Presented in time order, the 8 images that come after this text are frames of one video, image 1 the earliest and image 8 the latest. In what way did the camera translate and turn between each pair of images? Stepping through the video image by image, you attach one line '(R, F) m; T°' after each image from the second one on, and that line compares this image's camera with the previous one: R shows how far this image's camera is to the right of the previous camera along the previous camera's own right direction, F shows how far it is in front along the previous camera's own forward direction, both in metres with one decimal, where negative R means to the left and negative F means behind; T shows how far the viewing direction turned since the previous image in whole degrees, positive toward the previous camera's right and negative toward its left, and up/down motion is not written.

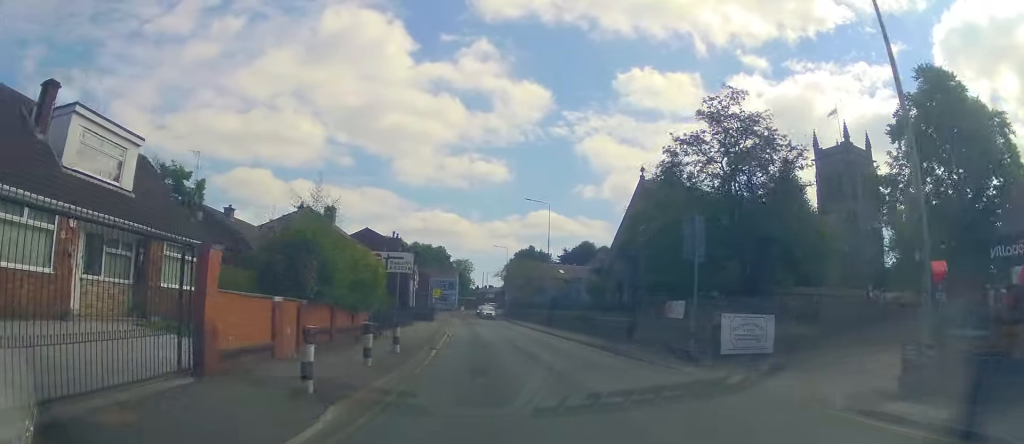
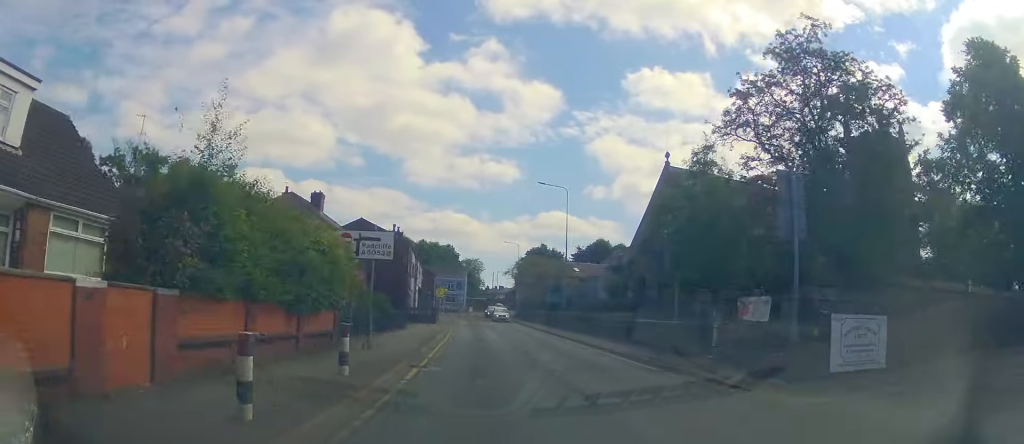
(0.0, +5.9) m; -2°
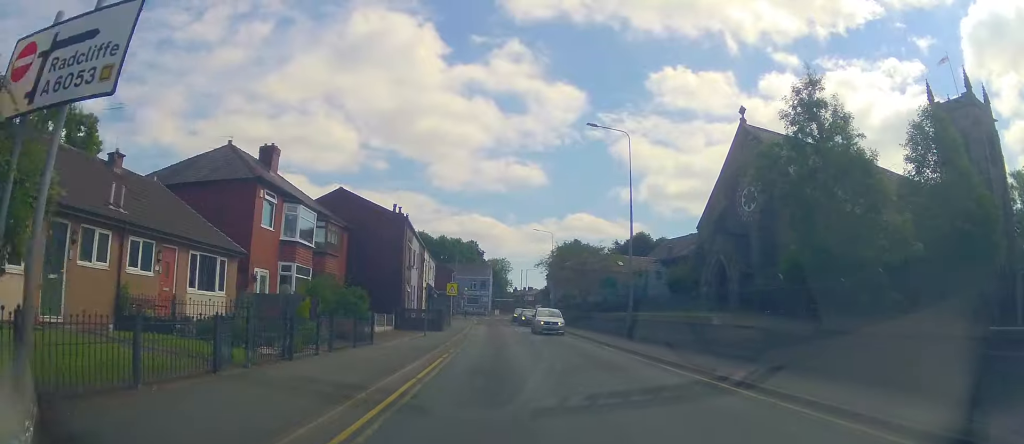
(-0.5, +13.4) m; -5°
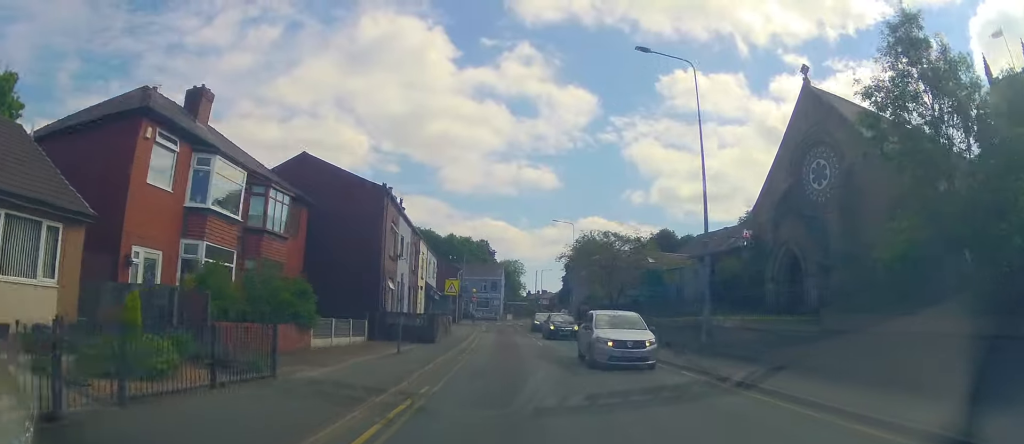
(-0.2, +9.1) m; -1°
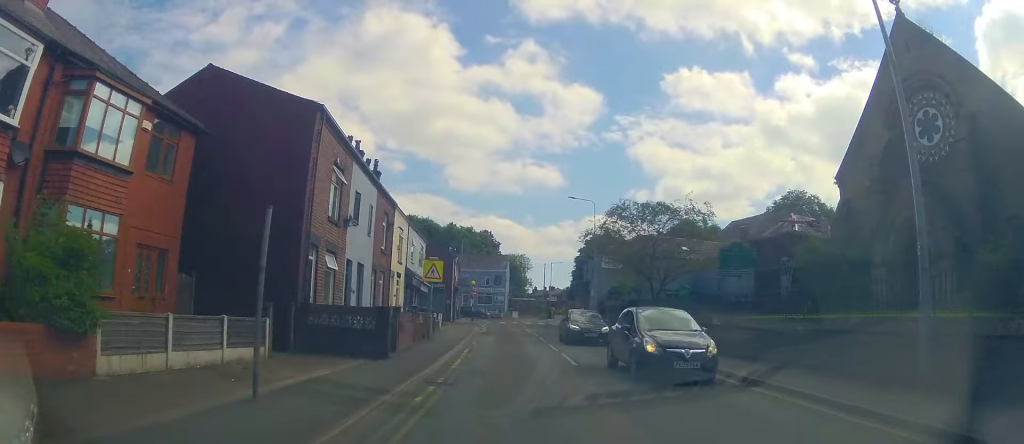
(+0.1, +10.4) m; 0°
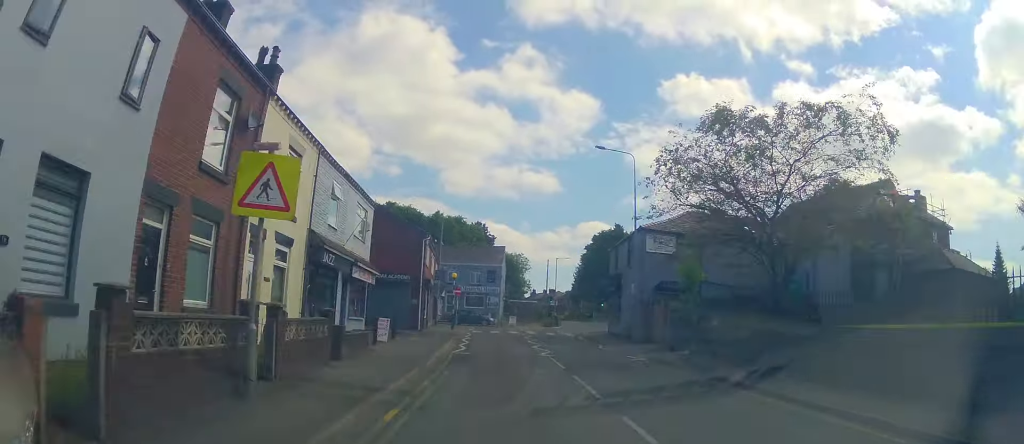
(+0.1, +15.3) m; +2°
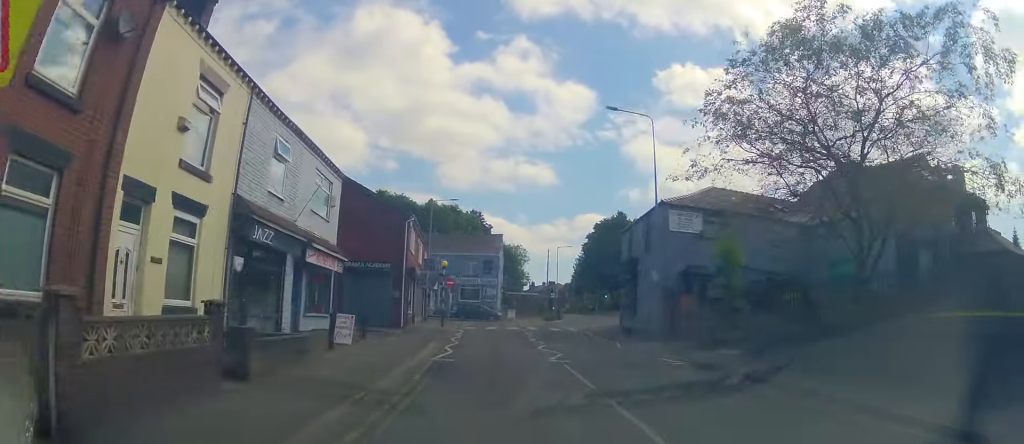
(+0.2, +4.7) m; +1°
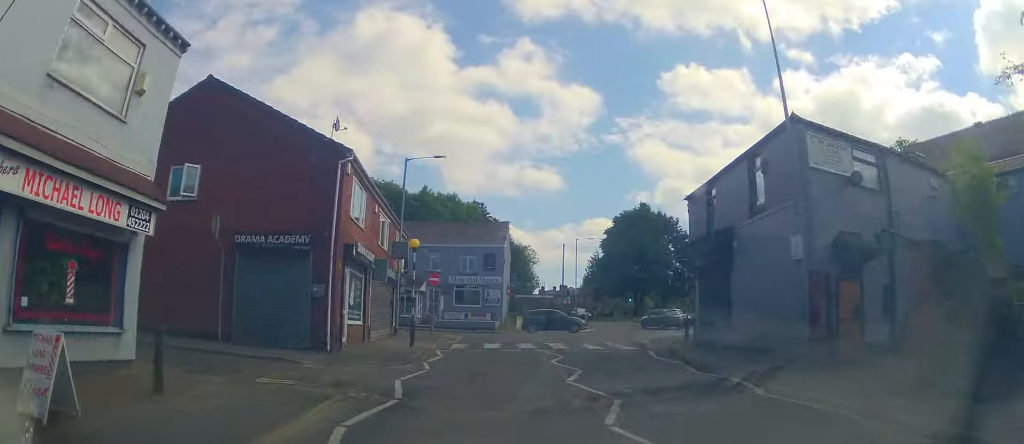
(+0.1, +12.0) m; -1°
